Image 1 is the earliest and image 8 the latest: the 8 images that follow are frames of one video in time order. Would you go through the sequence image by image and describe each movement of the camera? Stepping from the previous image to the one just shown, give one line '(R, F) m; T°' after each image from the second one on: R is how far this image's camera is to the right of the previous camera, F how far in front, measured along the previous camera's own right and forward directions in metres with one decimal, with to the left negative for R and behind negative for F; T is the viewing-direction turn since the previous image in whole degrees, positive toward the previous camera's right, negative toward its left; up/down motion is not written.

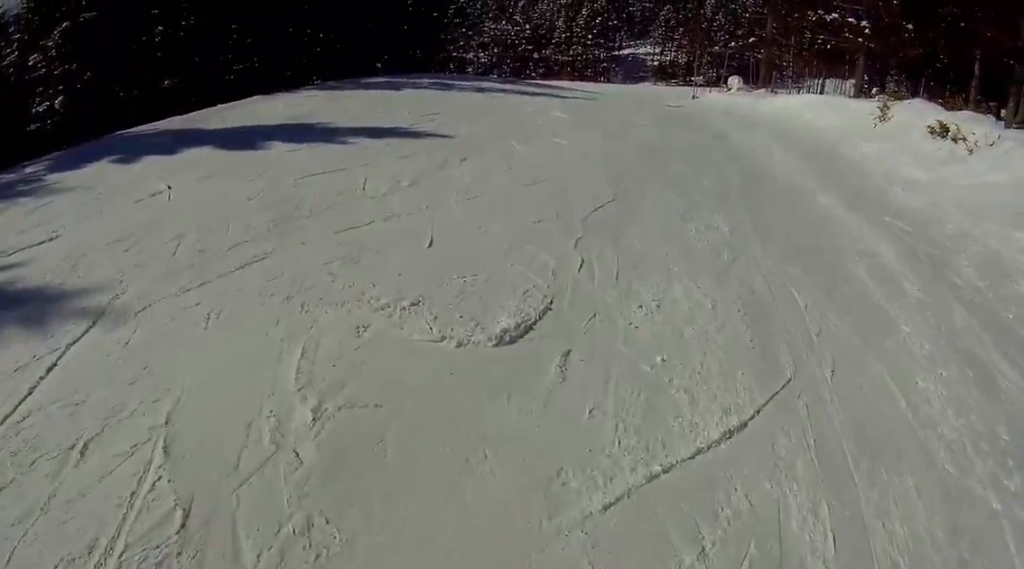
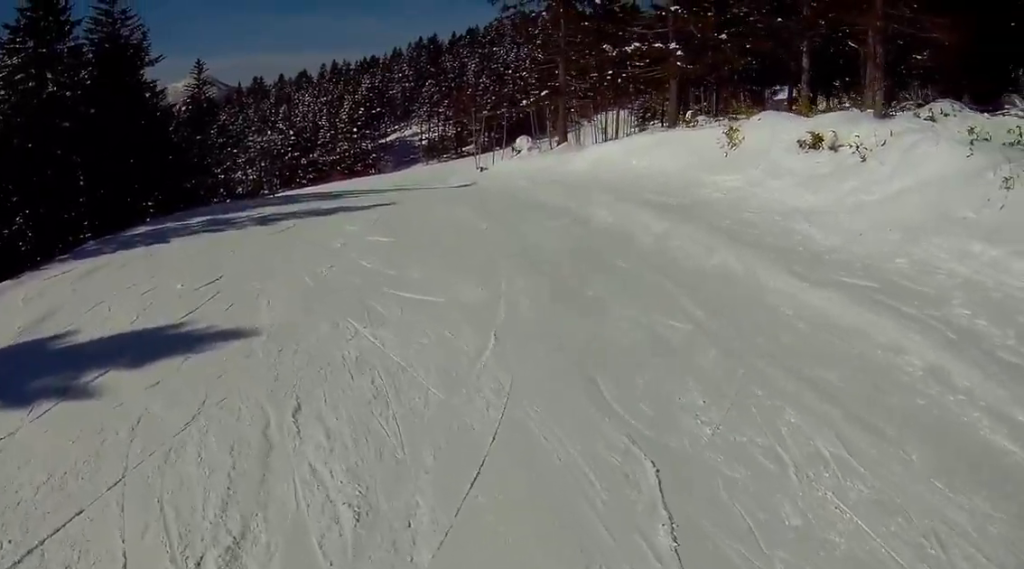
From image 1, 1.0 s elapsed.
(+1.0, +4.5) m; +4°
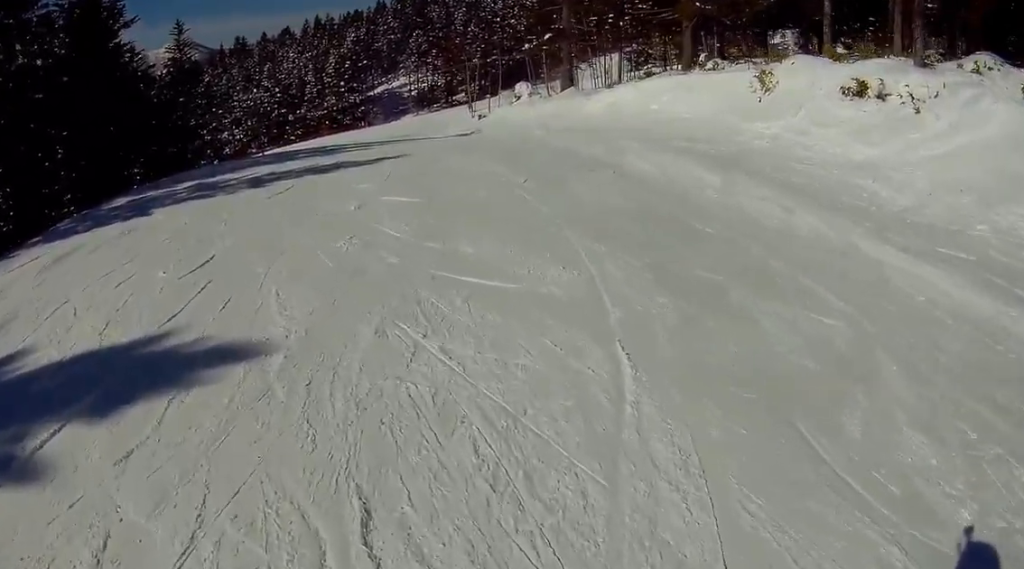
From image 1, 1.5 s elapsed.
(-0.1, +2.1) m; +2°
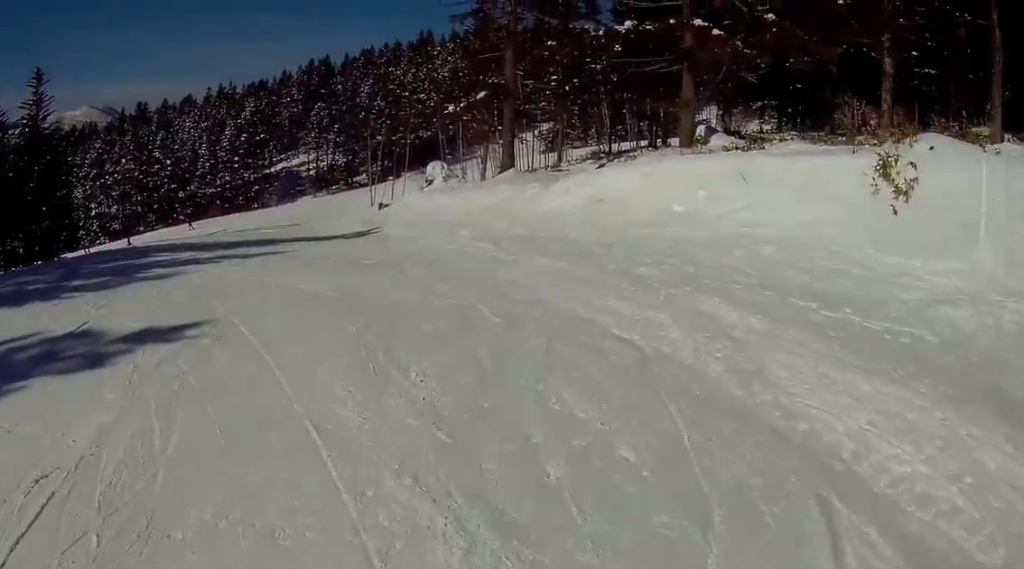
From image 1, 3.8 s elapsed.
(+3.1, +11.1) m; +34°
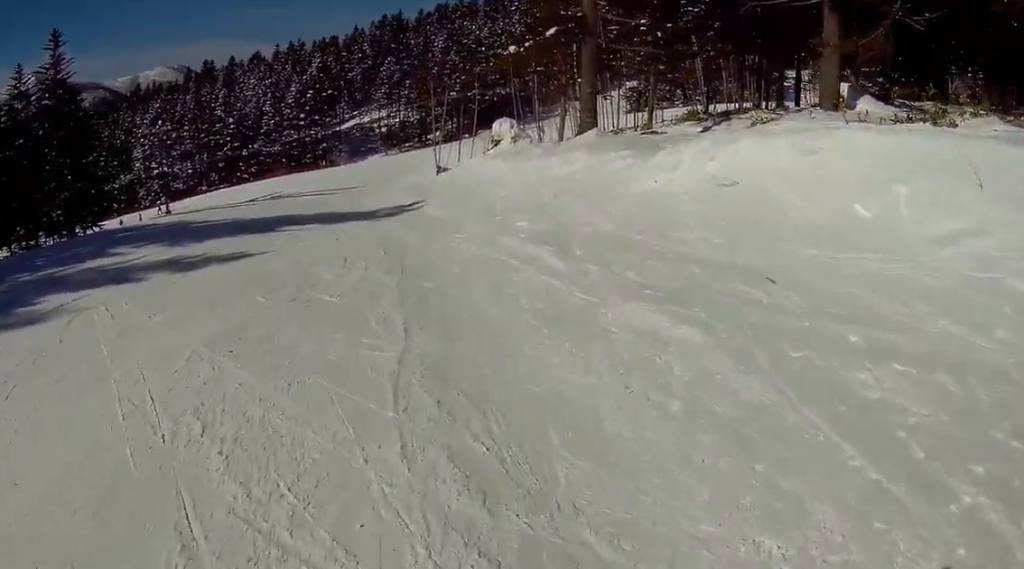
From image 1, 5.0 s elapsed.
(-0.4, +6.3) m; -26°
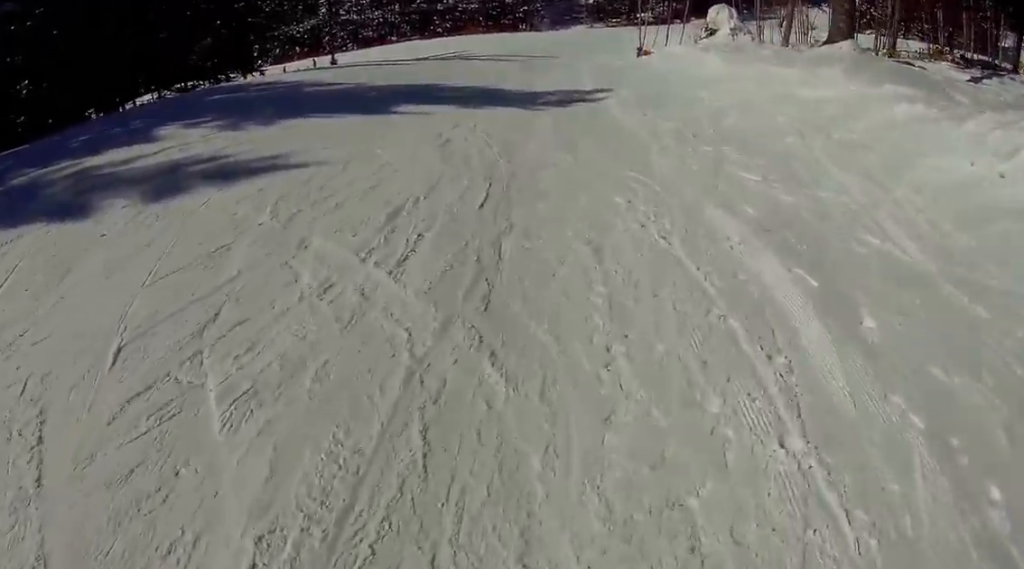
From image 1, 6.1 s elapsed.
(-1.5, +4.6) m; -18°
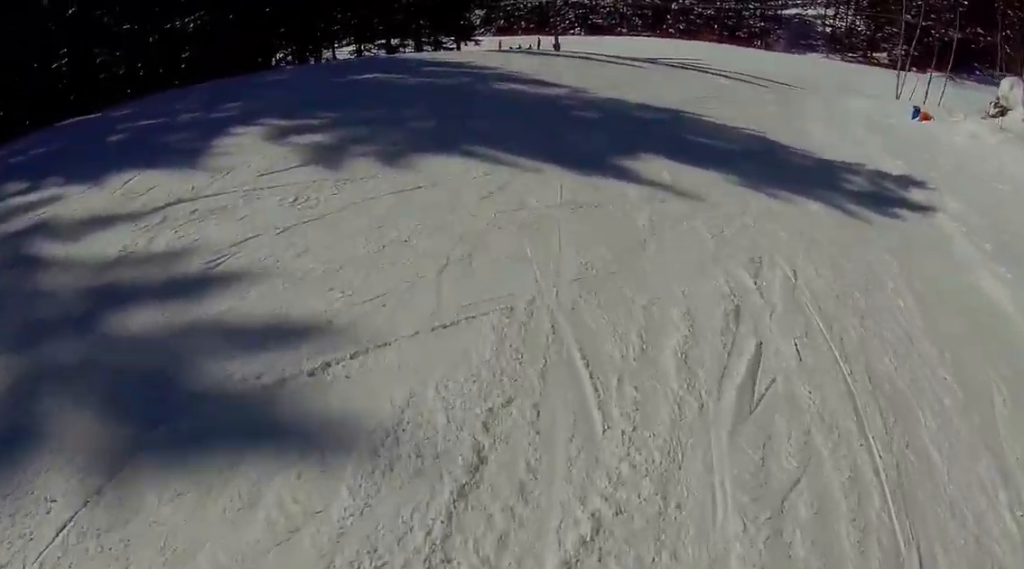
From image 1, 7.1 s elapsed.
(+0.1, +4.7) m; -13°
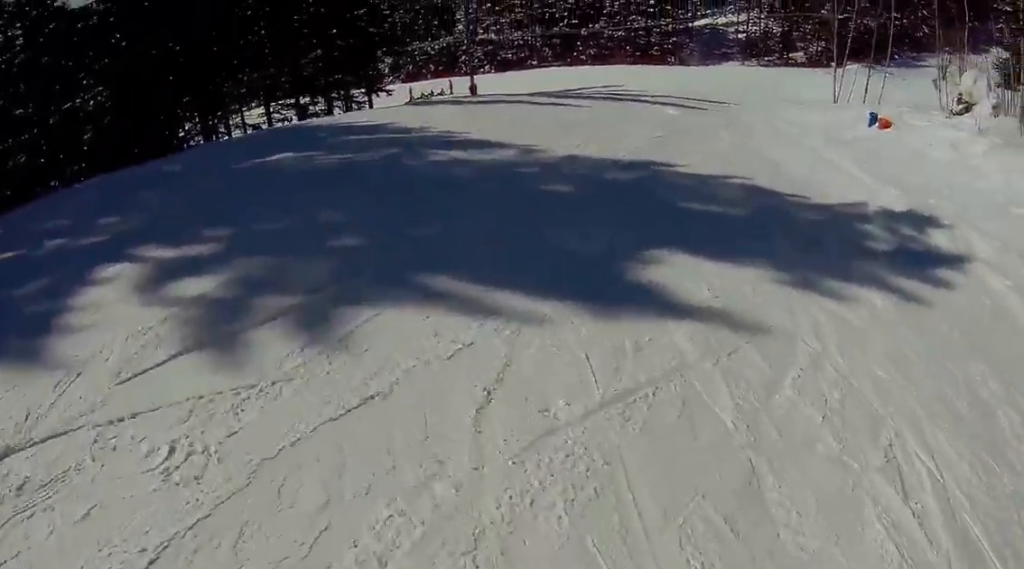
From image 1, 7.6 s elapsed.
(-0.5, +2.3) m; +3°
